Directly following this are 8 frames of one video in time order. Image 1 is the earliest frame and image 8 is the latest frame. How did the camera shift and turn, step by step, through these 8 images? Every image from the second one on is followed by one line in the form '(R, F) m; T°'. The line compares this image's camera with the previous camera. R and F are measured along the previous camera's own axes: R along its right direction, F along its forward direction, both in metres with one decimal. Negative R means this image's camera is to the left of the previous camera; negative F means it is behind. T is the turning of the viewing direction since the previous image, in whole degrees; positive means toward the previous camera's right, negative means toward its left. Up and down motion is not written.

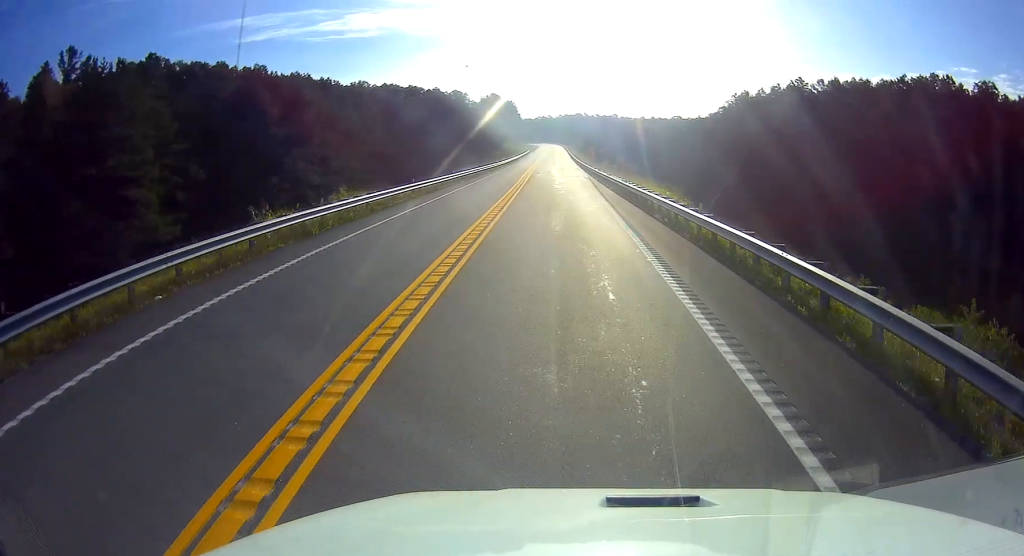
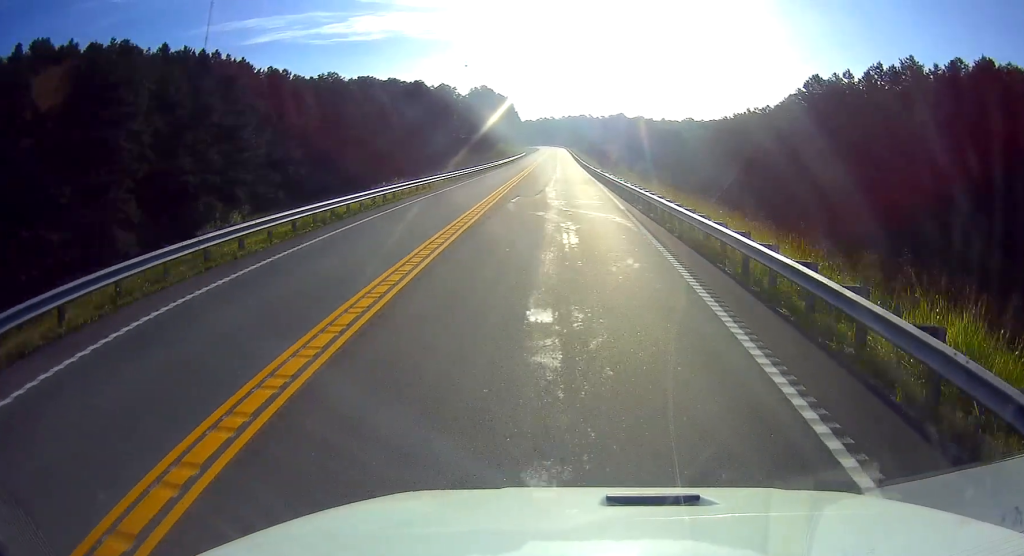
(-0.3, +36.0) m; 0°
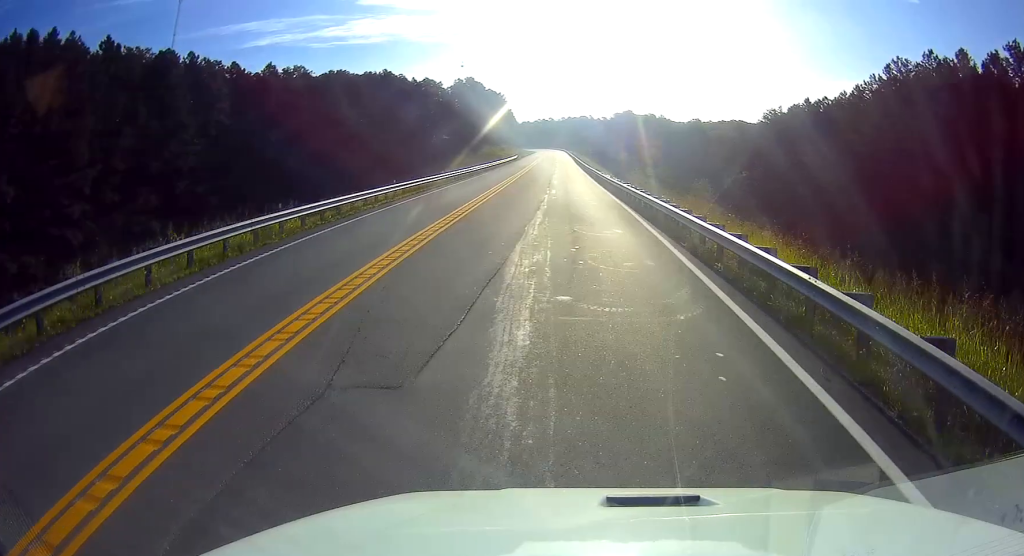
(+0.1, +27.0) m; 0°
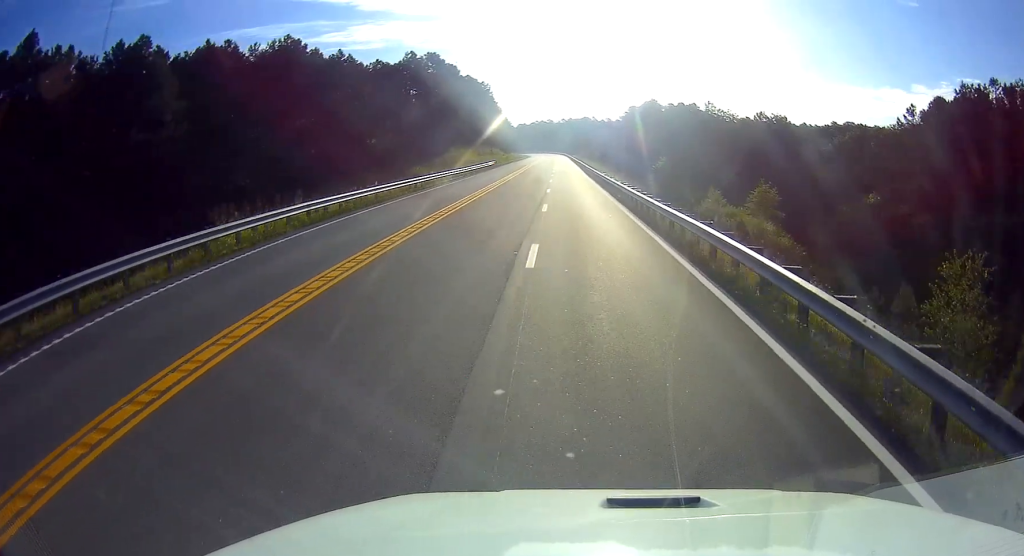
(0.0, +47.8) m; 0°
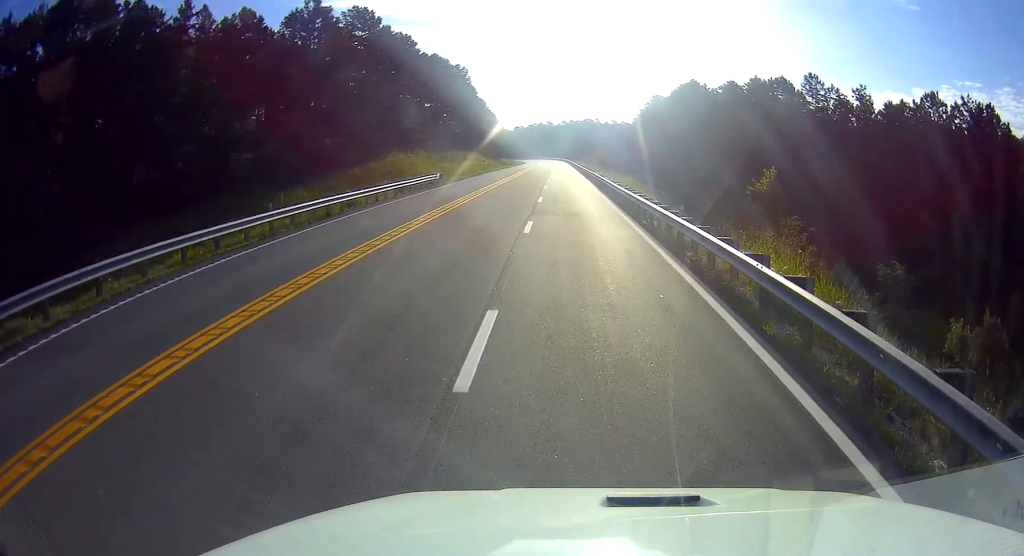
(0.0, +42.3) m; 0°
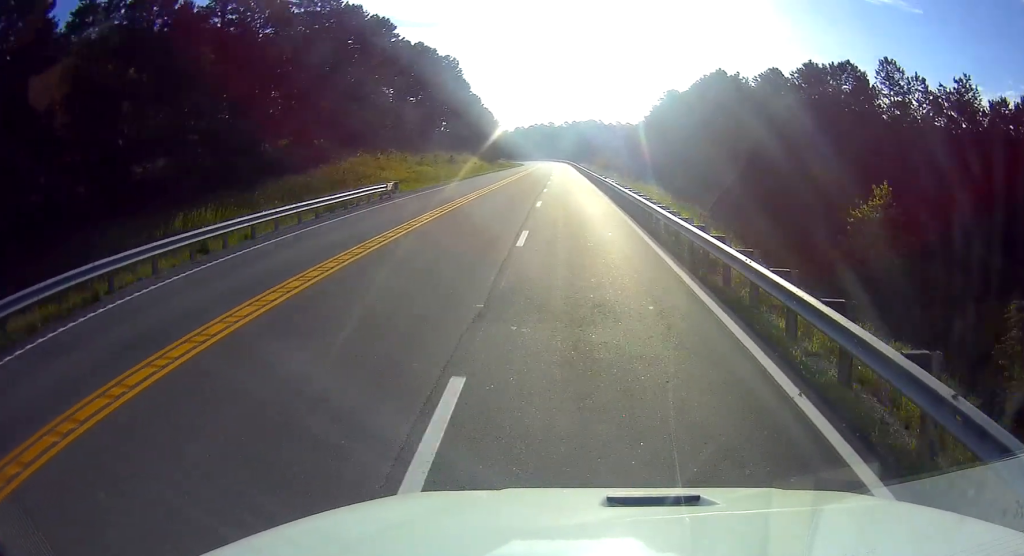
(-0.1, +14.6) m; 0°
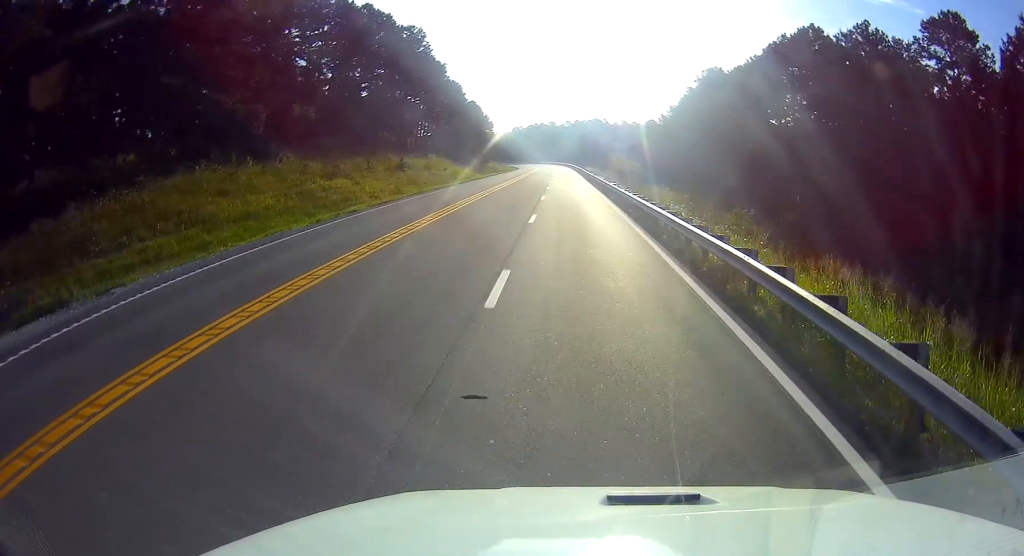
(+0.1, +29.8) m; 0°
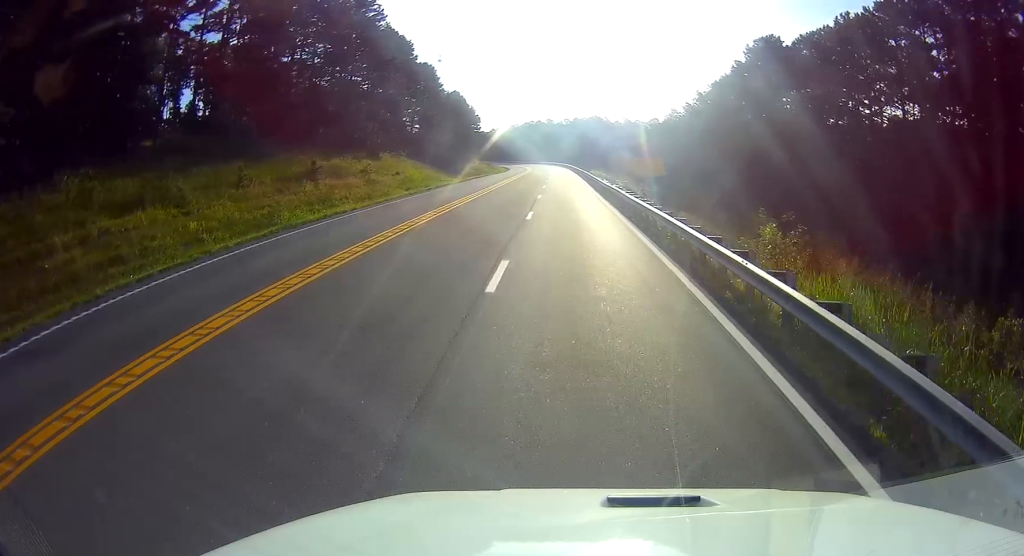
(-0.1, +22.8) m; 0°
